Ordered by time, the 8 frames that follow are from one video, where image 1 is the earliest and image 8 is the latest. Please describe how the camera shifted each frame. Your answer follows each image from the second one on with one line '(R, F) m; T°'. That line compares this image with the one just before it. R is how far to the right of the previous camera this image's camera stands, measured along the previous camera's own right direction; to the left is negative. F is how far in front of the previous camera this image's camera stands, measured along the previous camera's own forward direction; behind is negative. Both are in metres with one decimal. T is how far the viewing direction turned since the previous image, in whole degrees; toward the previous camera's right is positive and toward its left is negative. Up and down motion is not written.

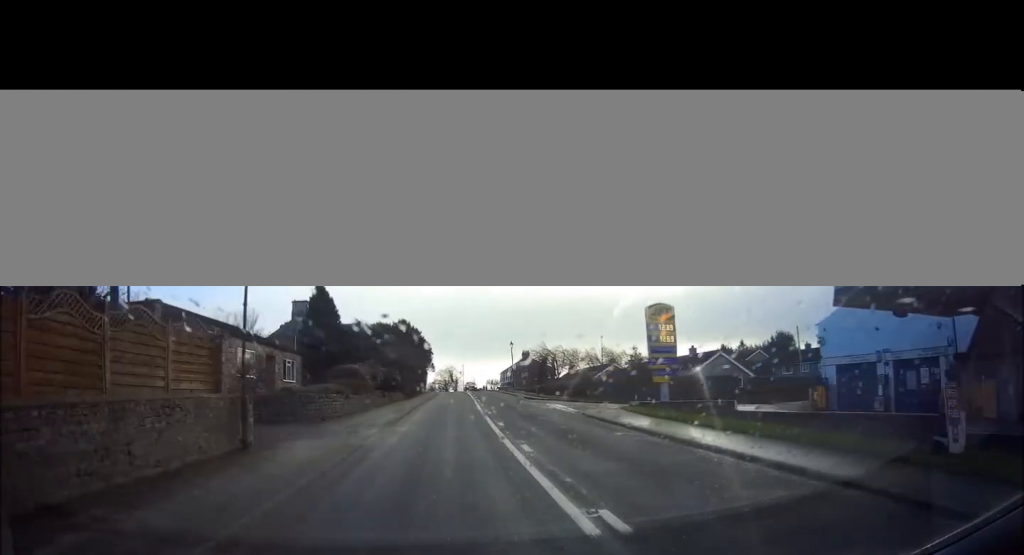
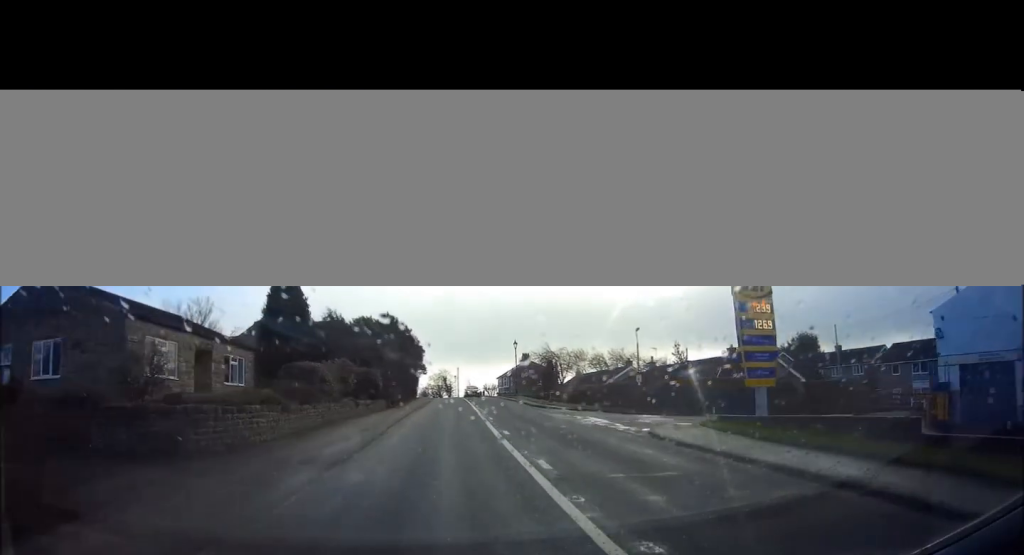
(+0.1, +8.4) m; +1°
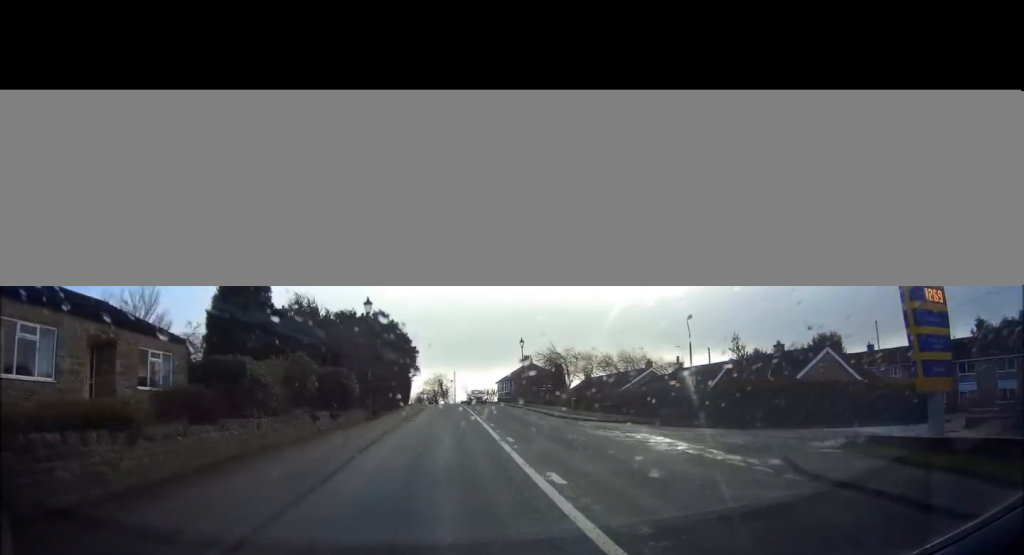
(+0.1, +7.4) m; +1°
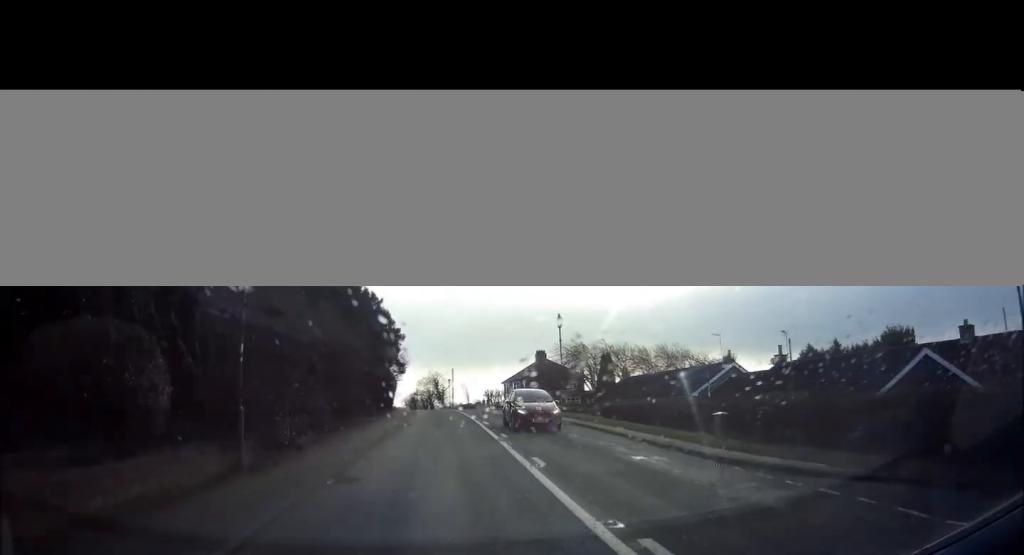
(+0.1, +16.5) m; 0°
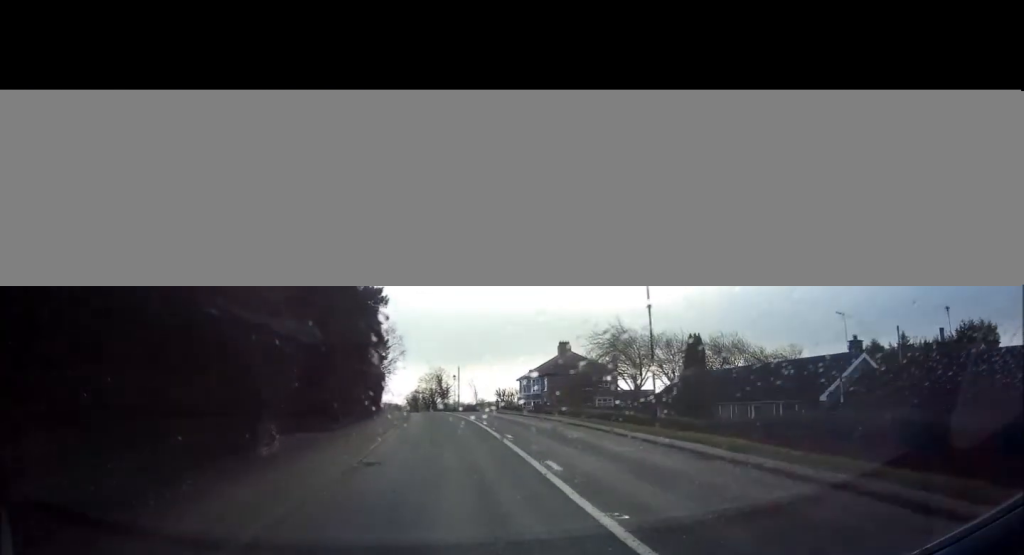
(0.0, +13.5) m; 0°
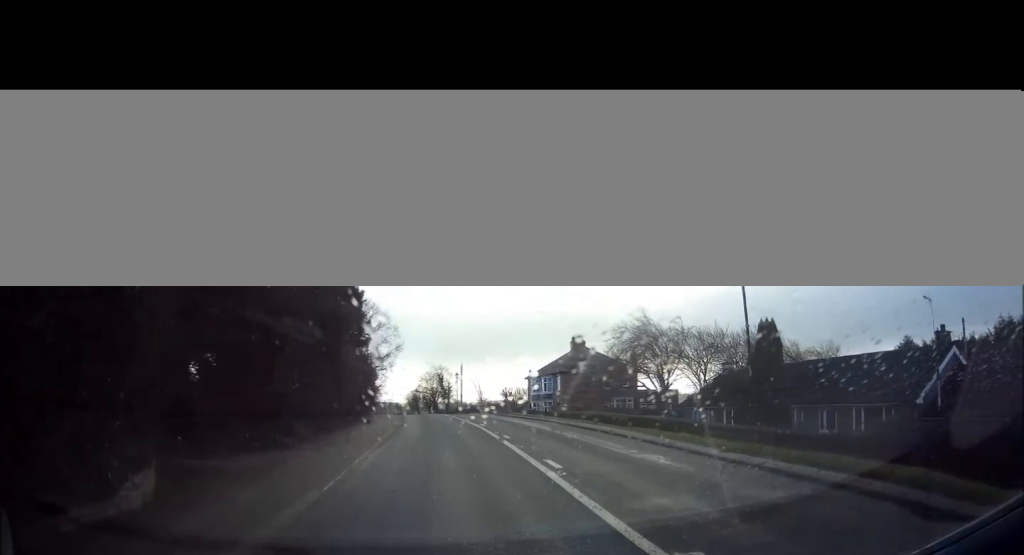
(0.0, +5.7) m; 0°
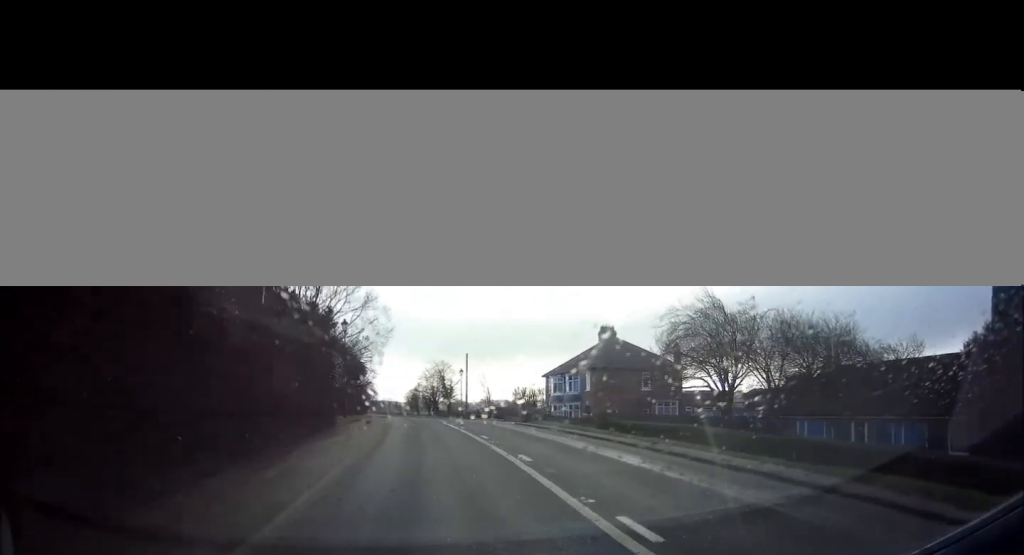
(0.0, +10.7) m; 0°
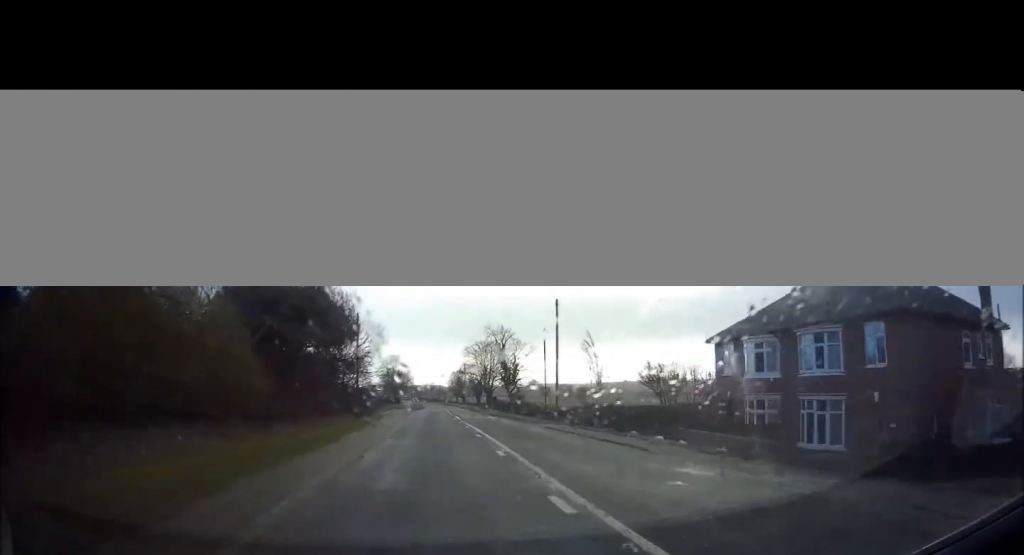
(-0.8, +28.3) m; -4°
